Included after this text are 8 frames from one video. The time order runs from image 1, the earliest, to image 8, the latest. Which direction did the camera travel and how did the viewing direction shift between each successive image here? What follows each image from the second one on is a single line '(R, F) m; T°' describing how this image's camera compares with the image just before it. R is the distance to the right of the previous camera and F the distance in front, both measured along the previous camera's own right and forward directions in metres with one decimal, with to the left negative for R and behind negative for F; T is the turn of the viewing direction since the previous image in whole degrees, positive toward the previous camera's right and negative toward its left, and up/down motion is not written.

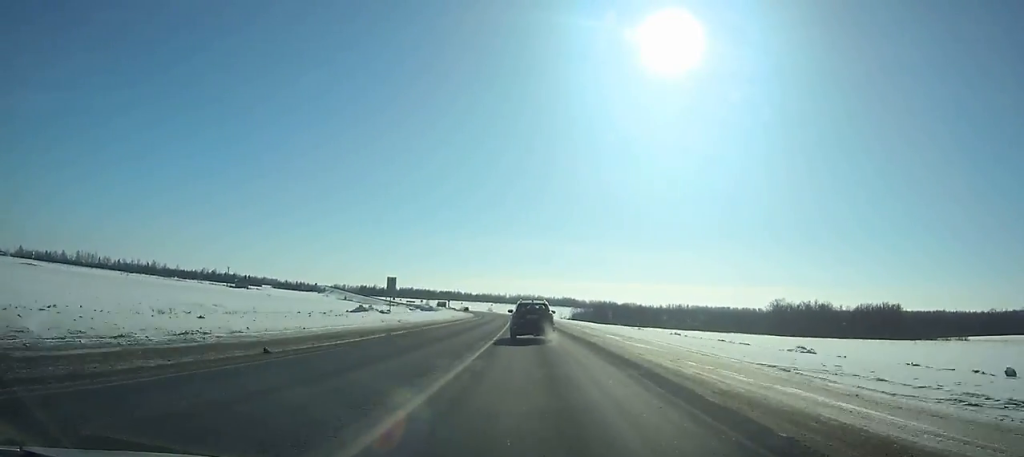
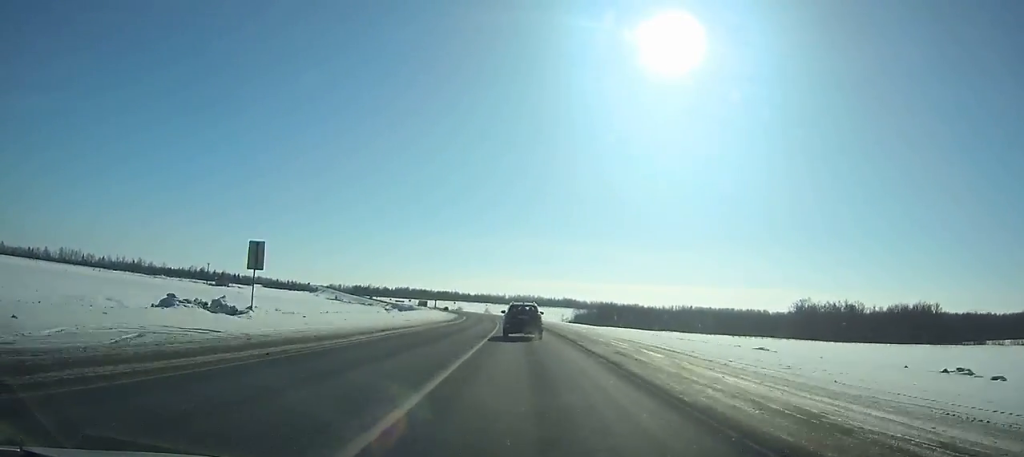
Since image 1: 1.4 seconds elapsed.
(-0.3, +29.2) m; -1°
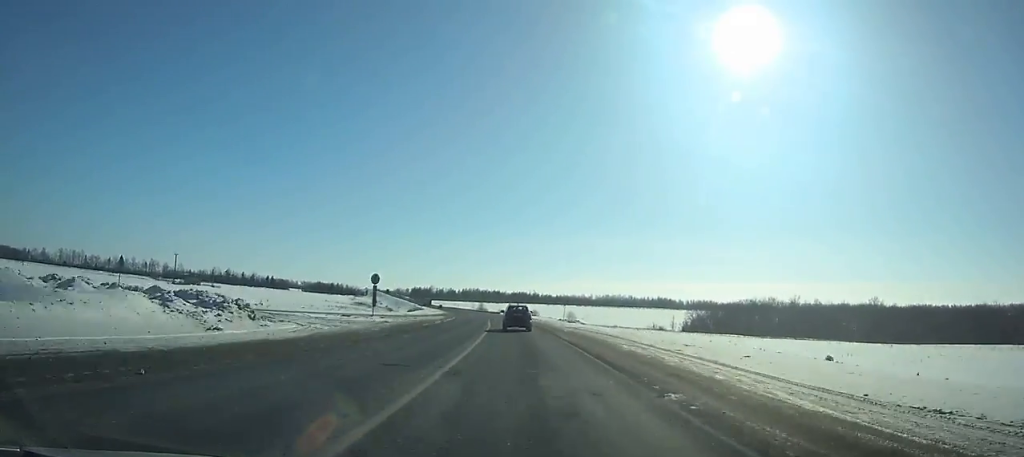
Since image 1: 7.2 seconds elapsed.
(-7.2, +129.0) m; -8°
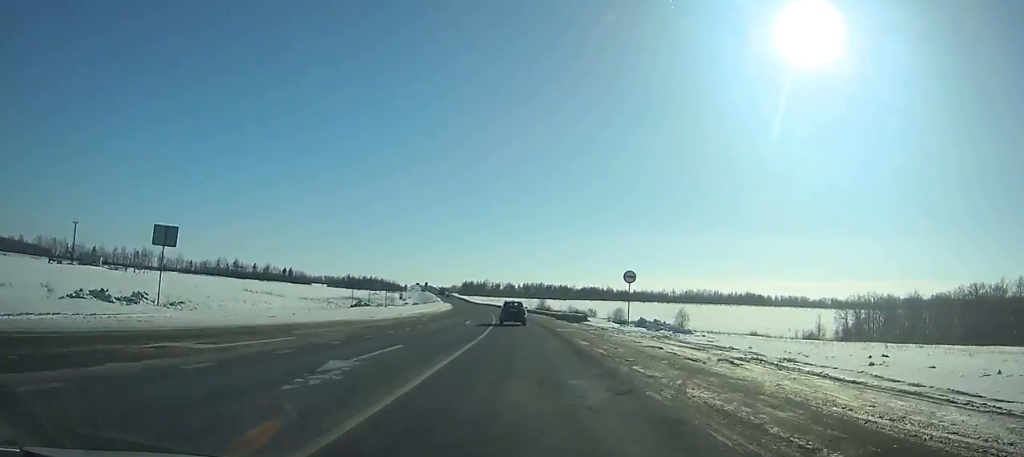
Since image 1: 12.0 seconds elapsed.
(-7.2, +116.1) m; -7°
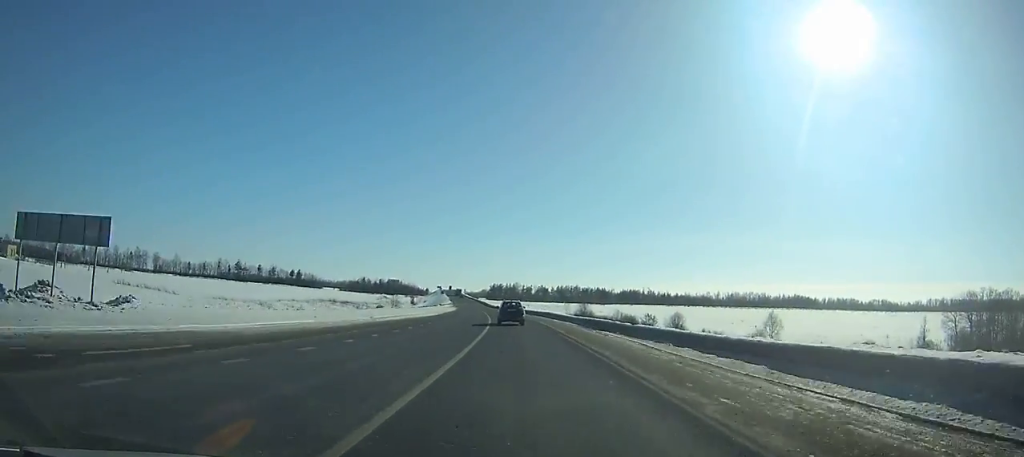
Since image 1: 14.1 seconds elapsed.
(-1.5, +52.3) m; -3°
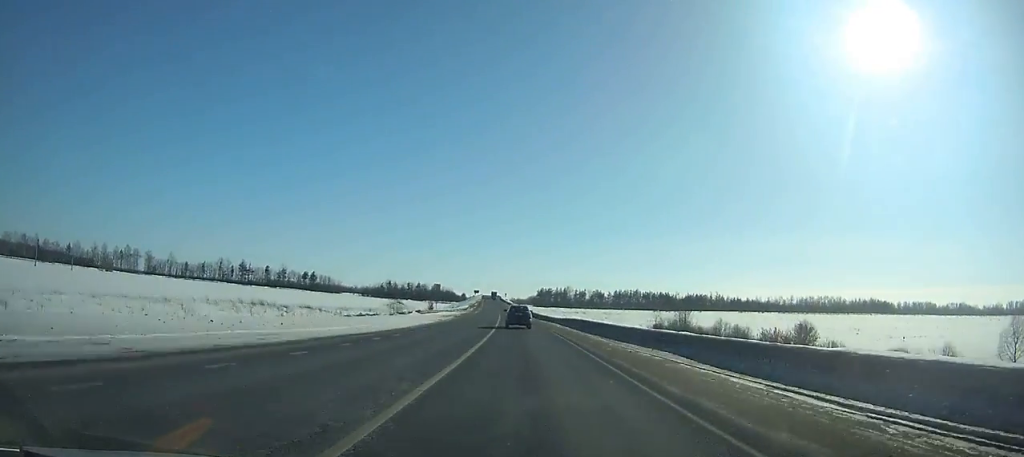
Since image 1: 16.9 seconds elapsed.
(-2.3, +70.2) m; -3°
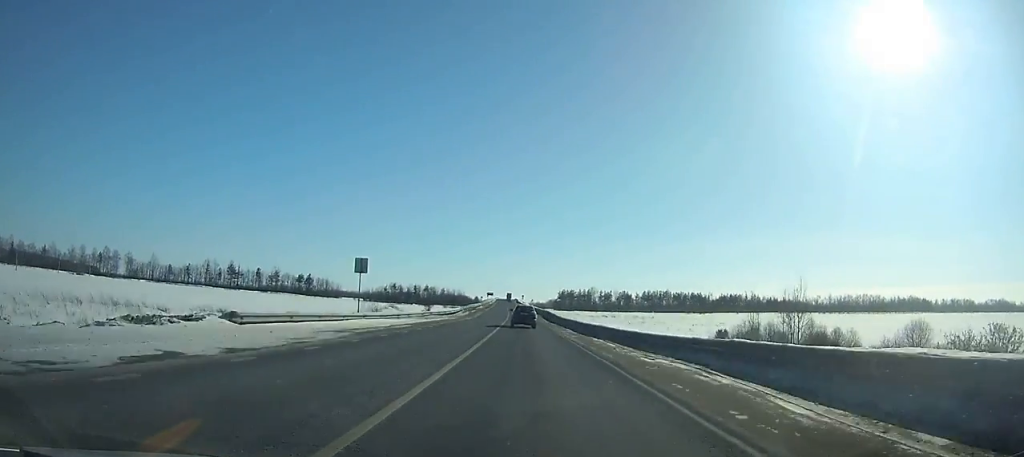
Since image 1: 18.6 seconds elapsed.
(-0.6, +42.6) m; -2°
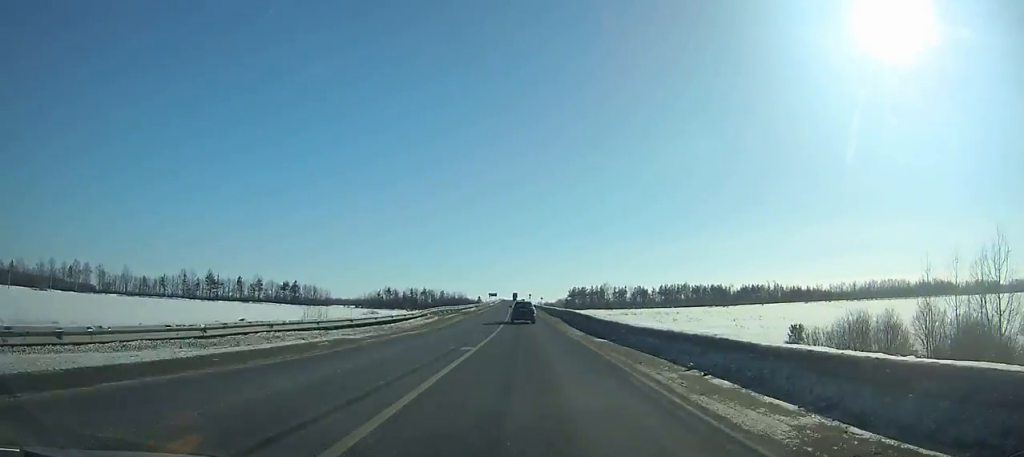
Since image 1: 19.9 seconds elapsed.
(-0.6, +32.3) m; -1°
